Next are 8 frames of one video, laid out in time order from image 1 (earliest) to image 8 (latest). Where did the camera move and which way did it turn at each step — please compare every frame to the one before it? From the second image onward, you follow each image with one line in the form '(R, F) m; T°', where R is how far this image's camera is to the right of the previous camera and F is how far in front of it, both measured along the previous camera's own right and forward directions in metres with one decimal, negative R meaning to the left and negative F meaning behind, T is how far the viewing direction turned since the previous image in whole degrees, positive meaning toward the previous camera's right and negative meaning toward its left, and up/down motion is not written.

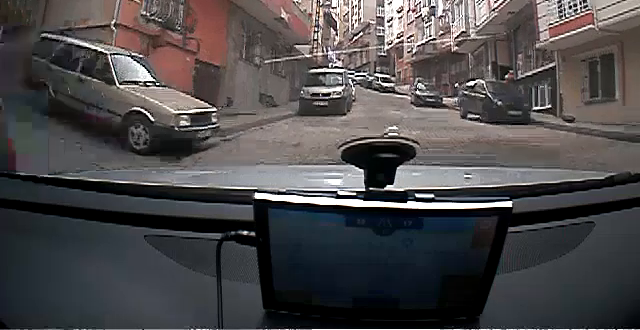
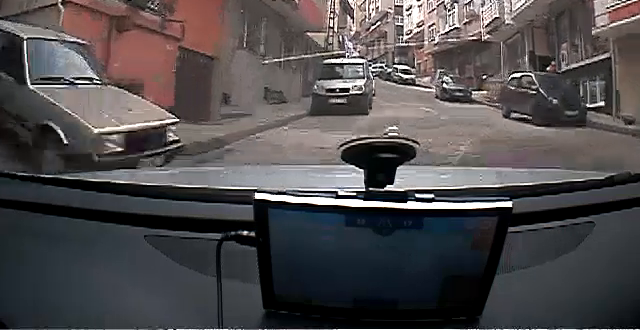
(-0.1, +2.7) m; -1°
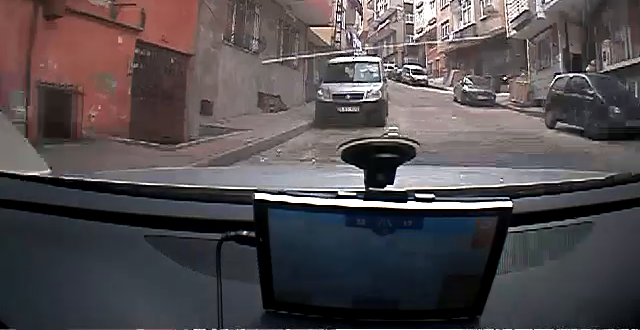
(0.0, +3.0) m; 0°
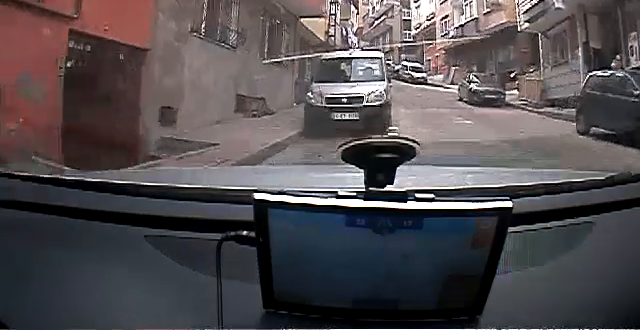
(0.0, +2.6) m; 0°
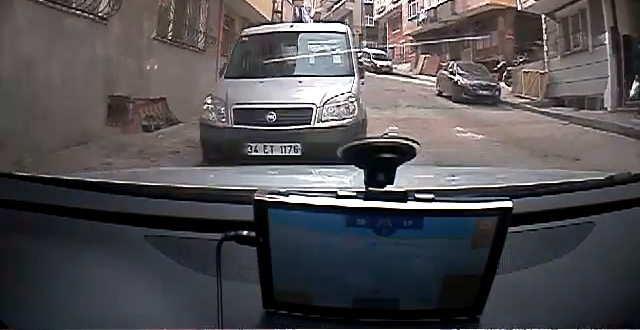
(0.0, +5.1) m; 0°
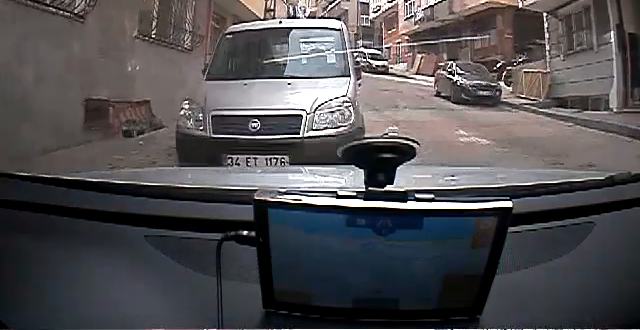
(0.0, +1.2) m; 0°
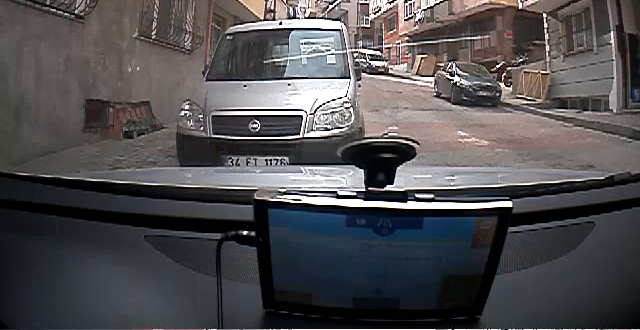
(0.0, +0.4) m; 0°
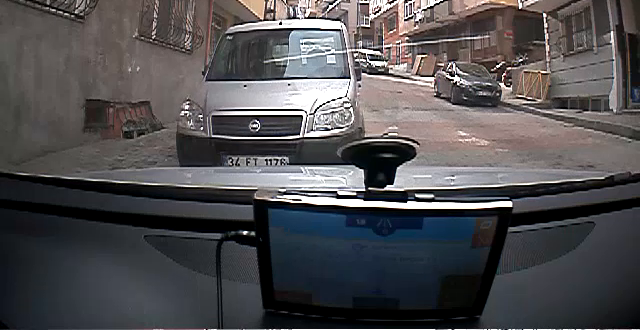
(+0.1, +0.4) m; 0°
